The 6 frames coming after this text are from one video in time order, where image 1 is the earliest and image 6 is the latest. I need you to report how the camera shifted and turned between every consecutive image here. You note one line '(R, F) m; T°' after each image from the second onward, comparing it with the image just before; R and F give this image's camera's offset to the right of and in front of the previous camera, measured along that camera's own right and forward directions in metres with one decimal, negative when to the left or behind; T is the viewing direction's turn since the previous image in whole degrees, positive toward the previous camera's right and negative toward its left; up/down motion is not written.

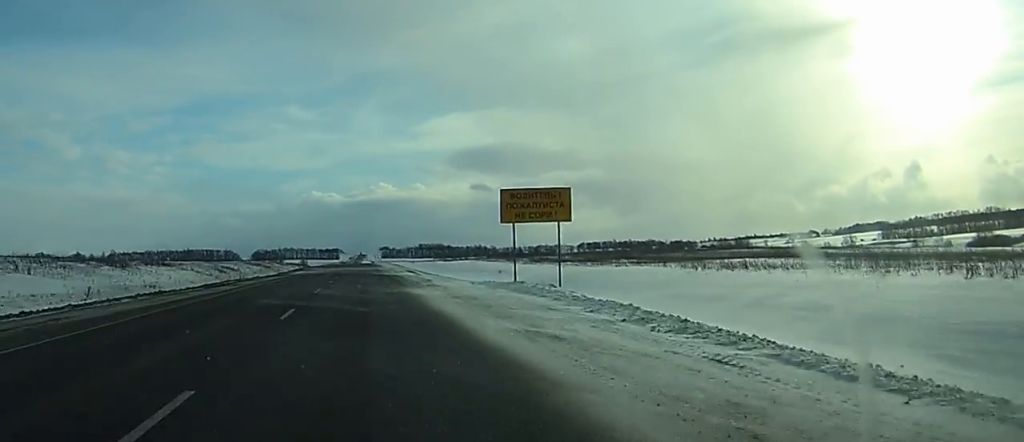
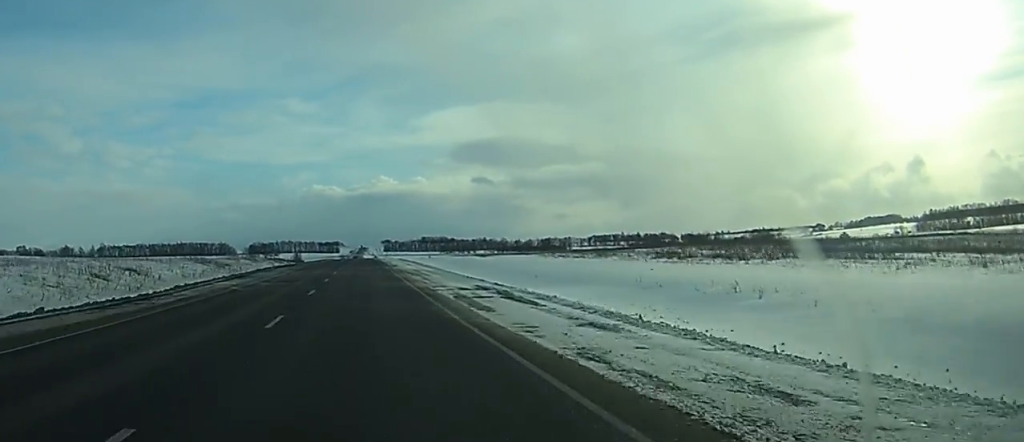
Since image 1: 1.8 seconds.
(+0.4, +49.5) m; +1°
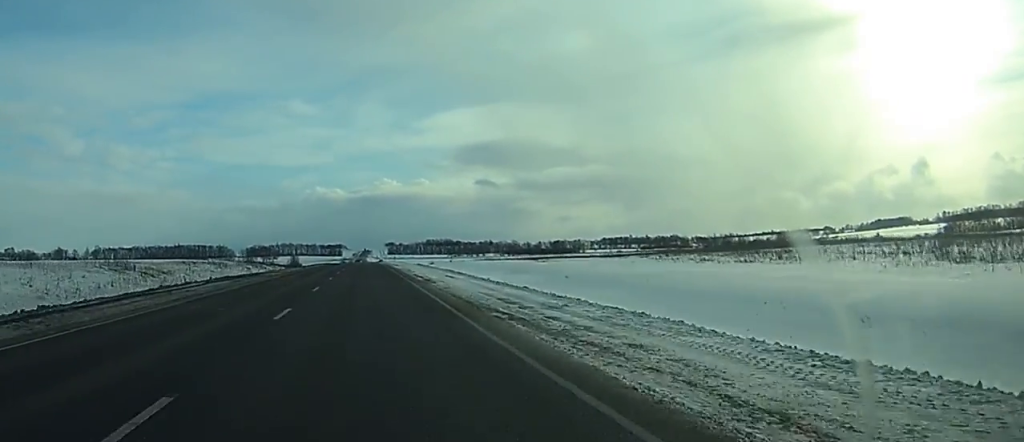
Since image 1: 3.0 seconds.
(+0.2, +34.6) m; 0°
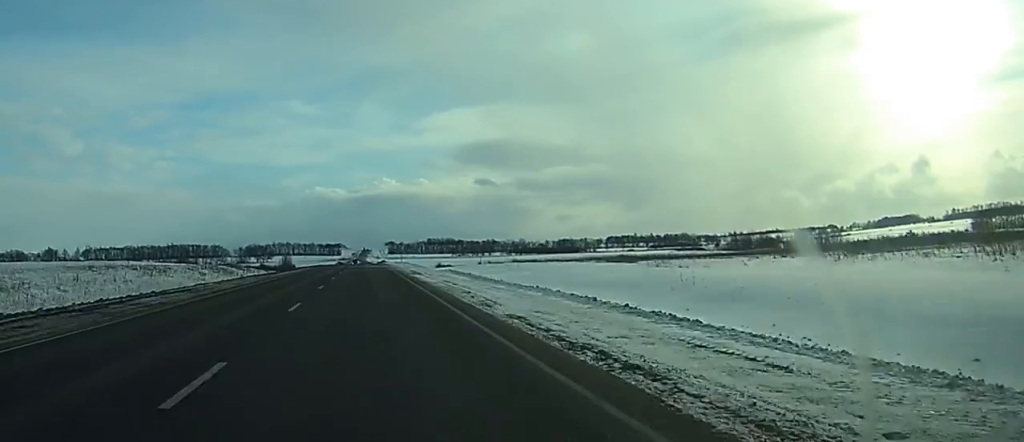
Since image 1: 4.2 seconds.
(-0.1, +33.6) m; 0°
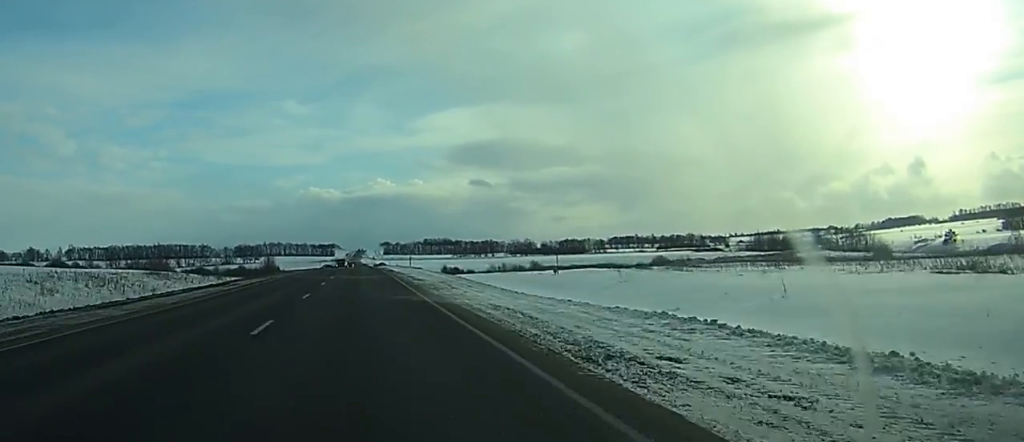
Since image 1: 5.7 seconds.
(0.0, +41.8) m; 0°
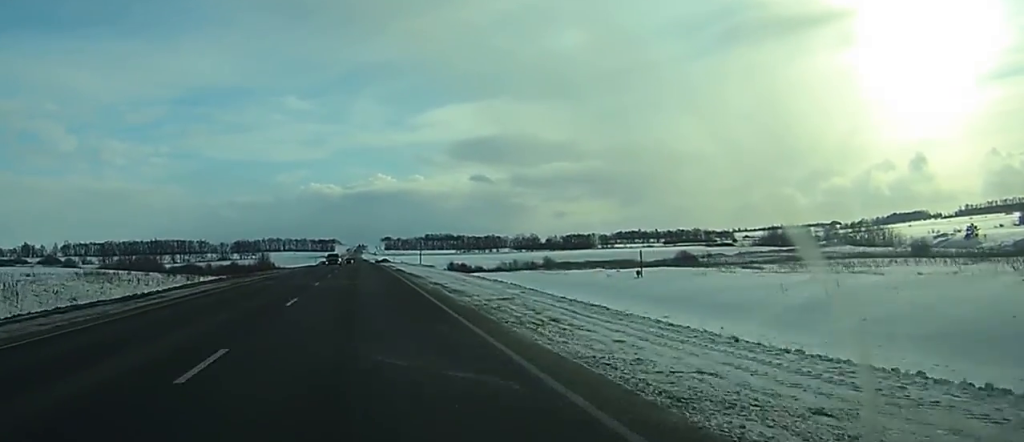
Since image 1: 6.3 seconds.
(+0.1, +17.6) m; 0°
